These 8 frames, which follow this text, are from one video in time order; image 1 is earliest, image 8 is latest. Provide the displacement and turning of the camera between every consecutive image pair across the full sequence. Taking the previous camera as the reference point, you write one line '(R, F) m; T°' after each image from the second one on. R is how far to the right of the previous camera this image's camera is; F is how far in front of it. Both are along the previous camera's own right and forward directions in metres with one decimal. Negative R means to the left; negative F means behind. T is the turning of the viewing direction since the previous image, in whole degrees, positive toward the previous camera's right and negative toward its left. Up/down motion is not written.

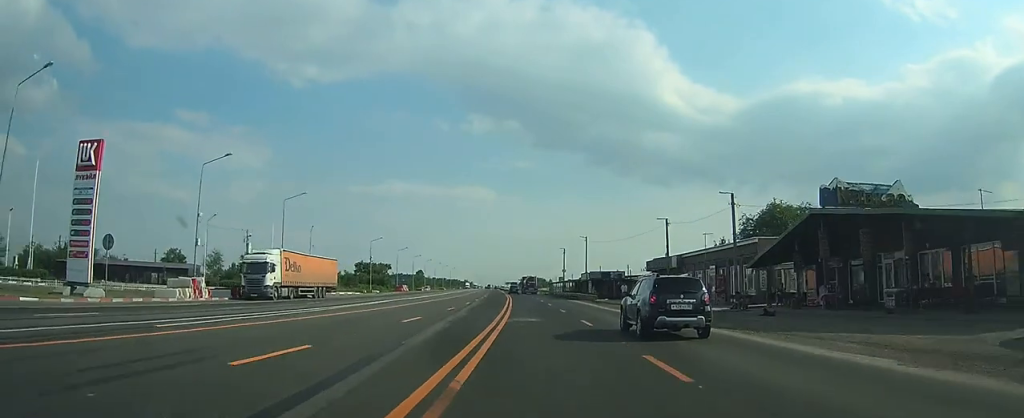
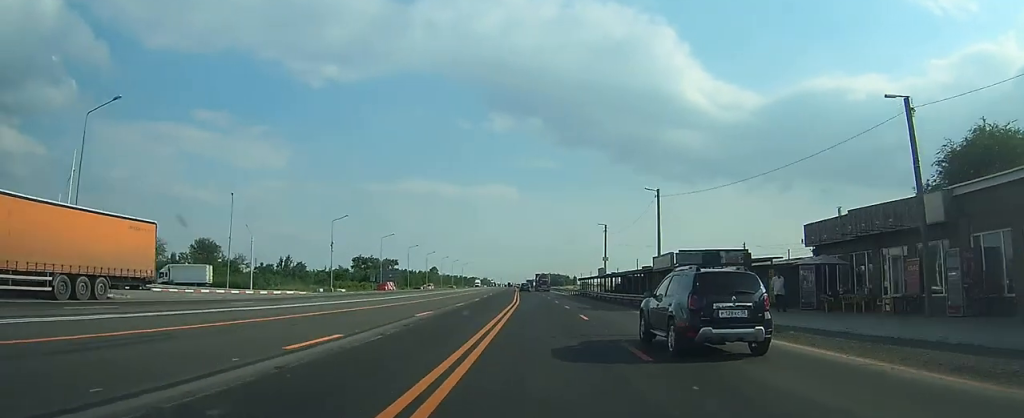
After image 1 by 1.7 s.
(-0.9, +34.1) m; -4°
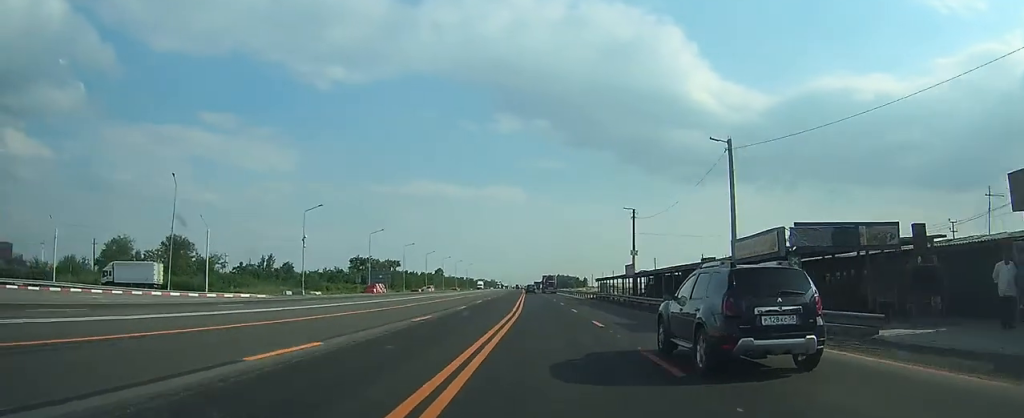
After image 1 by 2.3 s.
(-0.3, +13.7) m; -1°
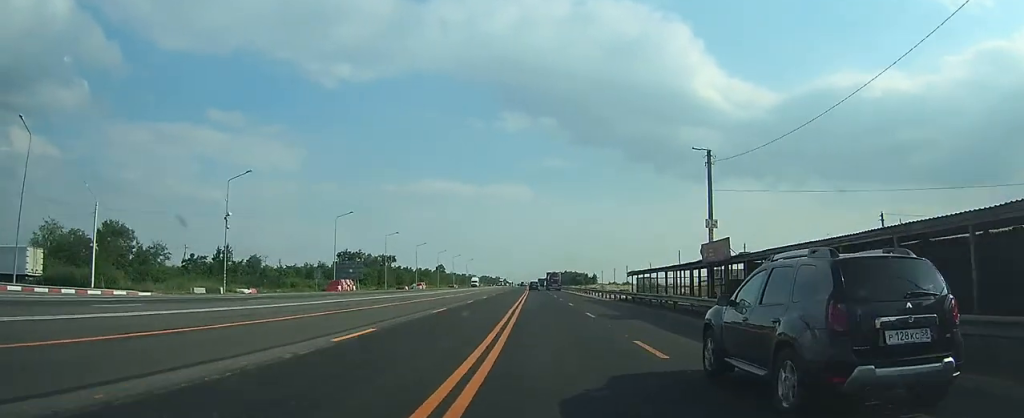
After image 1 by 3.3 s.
(-0.3, +20.8) m; -1°
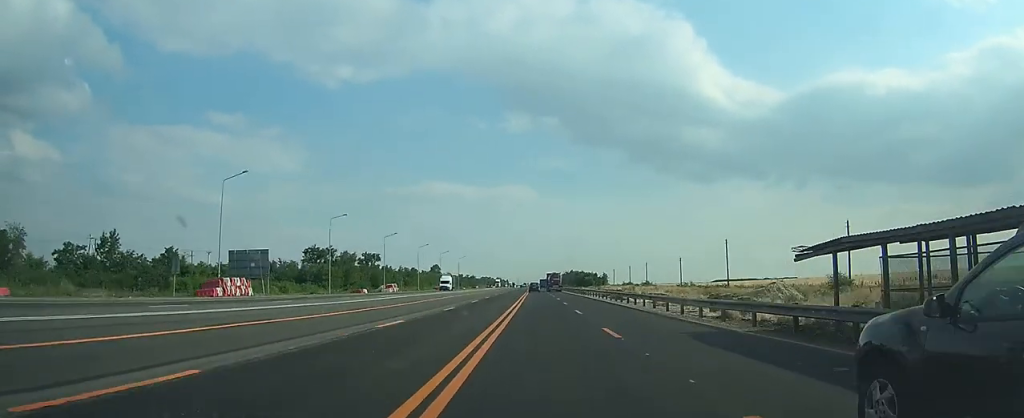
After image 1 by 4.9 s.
(0.0, +32.3) m; 0°
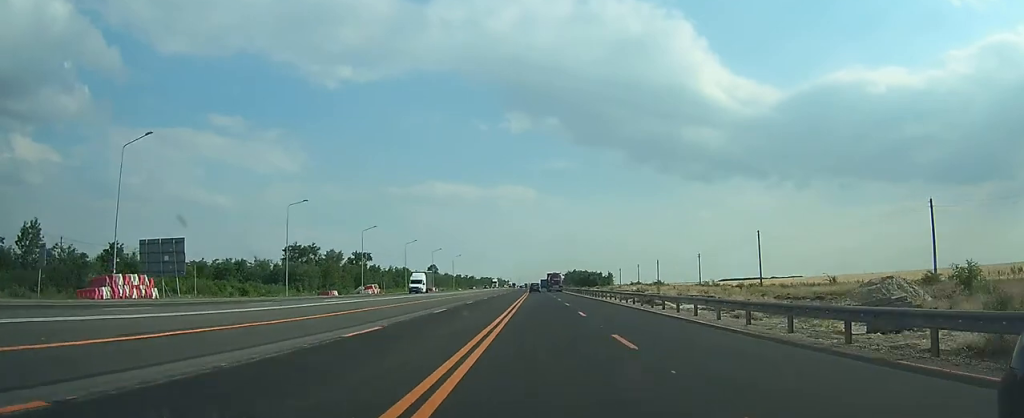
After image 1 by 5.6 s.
(-0.1, +14.9) m; 0°
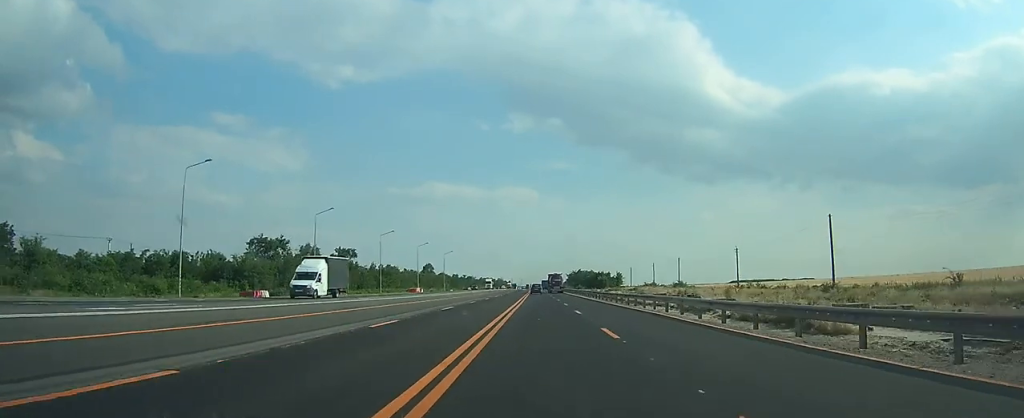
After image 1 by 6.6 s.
(0.0, +22.1) m; 0°
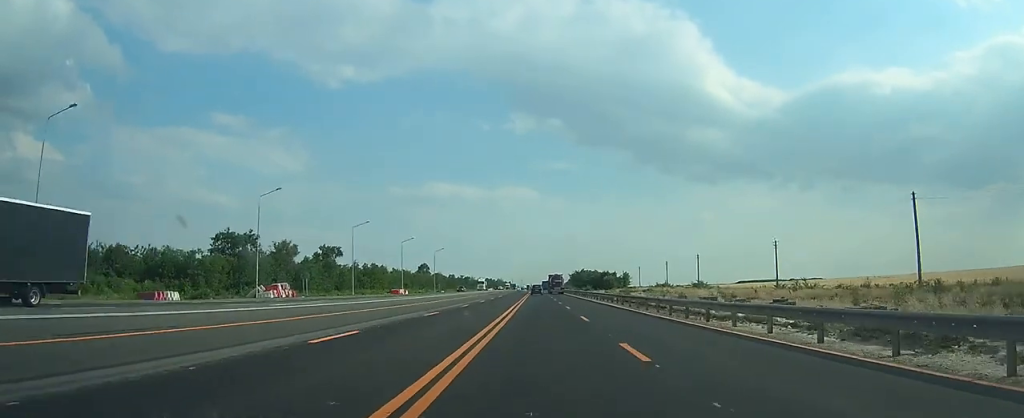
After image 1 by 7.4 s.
(-0.1, +16.5) m; 0°
